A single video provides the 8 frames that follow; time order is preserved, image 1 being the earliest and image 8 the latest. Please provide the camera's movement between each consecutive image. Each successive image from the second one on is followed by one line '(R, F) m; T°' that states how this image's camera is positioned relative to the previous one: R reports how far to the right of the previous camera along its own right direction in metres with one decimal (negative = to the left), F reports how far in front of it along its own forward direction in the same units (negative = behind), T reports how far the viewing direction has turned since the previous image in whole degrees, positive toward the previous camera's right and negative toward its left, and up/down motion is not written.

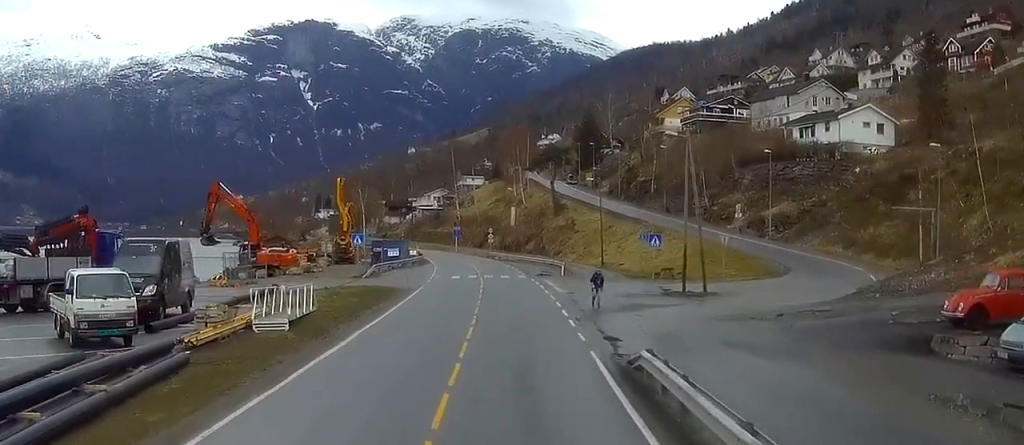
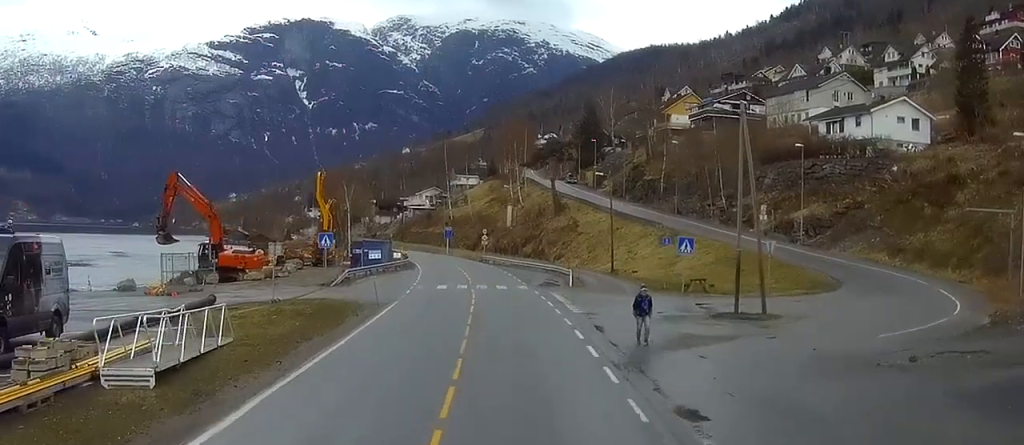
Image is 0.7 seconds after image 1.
(0.0, +11.6) m; 0°
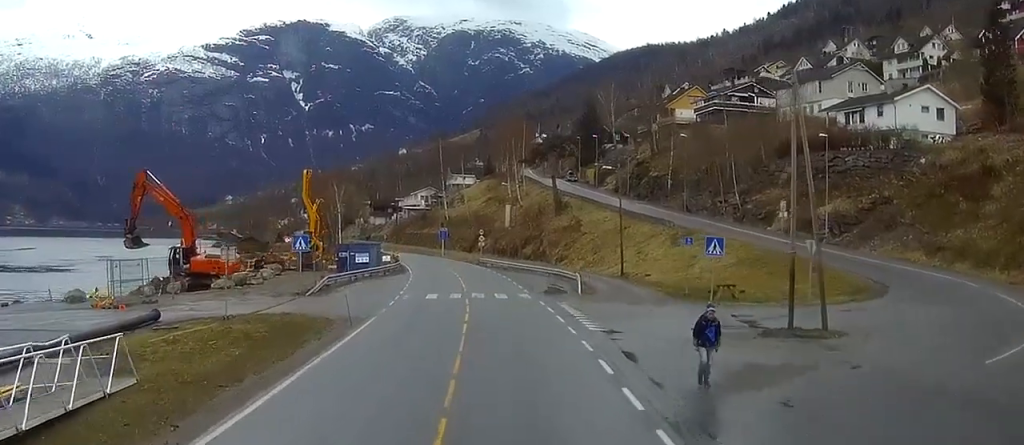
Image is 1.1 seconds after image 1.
(-0.1, +7.5) m; 0°
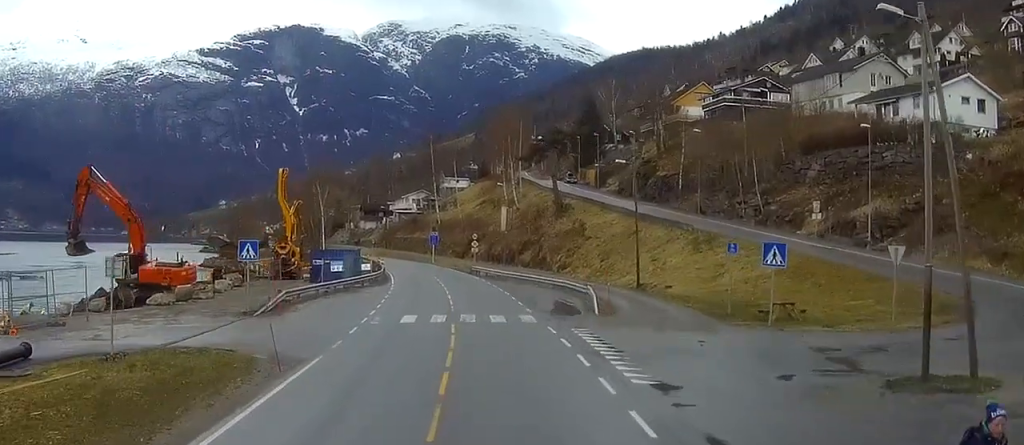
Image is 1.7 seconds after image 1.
(-0.1, +10.8) m; 0°
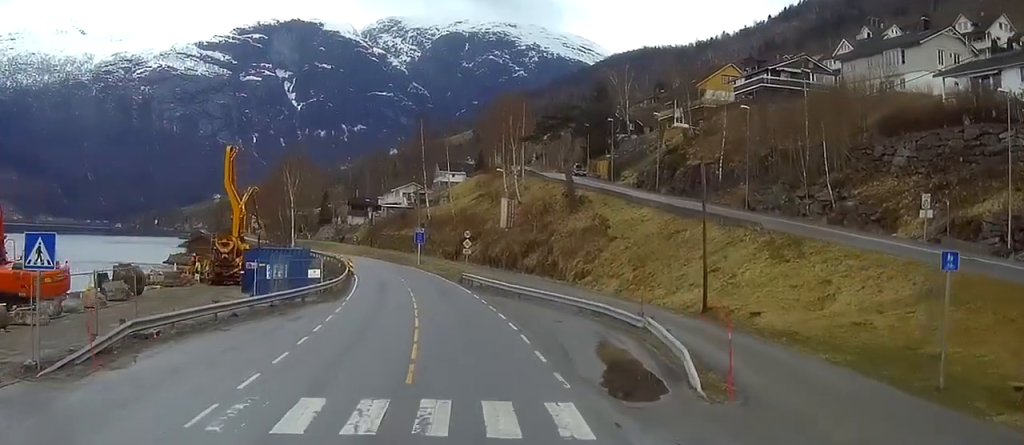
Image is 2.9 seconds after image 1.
(-0.2, +21.6) m; -2°
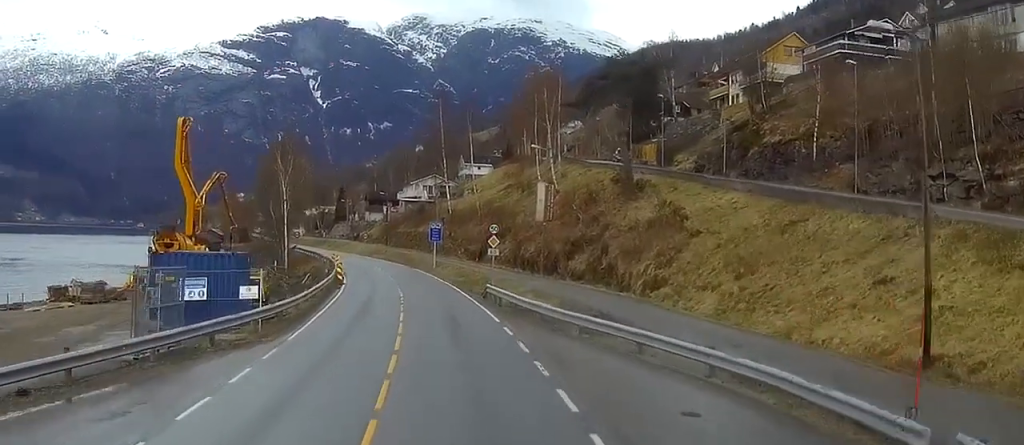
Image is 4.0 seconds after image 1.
(-0.5, +21.4) m; -2°
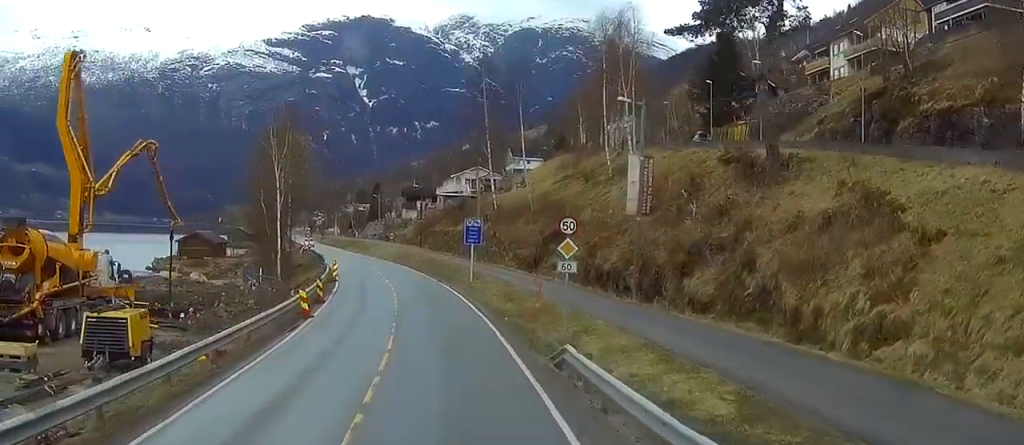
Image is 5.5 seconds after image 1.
(-0.5, +26.4) m; -3°
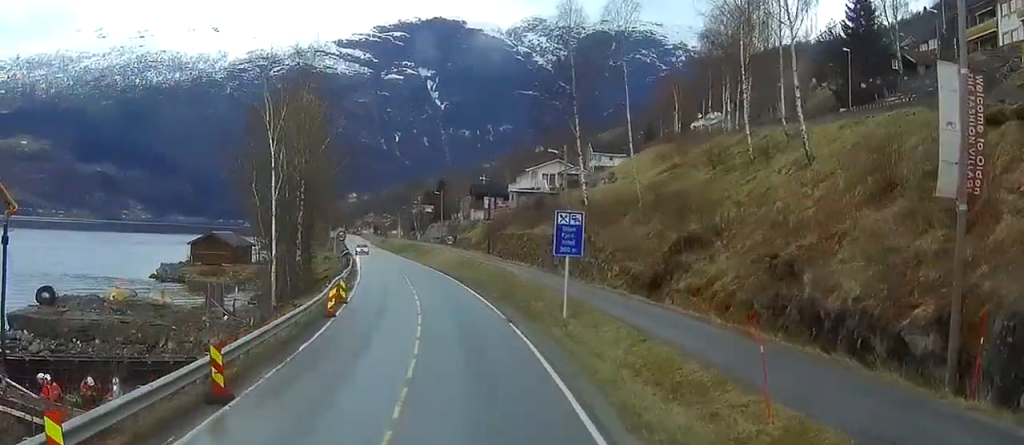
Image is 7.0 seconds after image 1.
(-0.8, +27.7) m; -3°
